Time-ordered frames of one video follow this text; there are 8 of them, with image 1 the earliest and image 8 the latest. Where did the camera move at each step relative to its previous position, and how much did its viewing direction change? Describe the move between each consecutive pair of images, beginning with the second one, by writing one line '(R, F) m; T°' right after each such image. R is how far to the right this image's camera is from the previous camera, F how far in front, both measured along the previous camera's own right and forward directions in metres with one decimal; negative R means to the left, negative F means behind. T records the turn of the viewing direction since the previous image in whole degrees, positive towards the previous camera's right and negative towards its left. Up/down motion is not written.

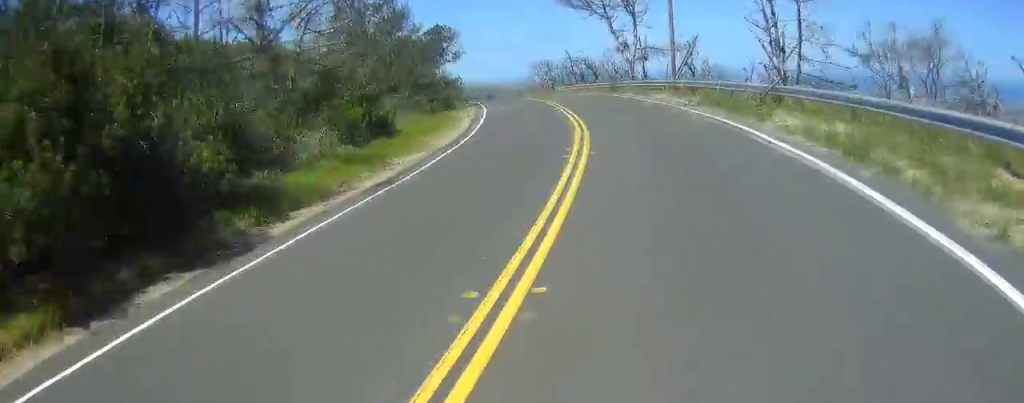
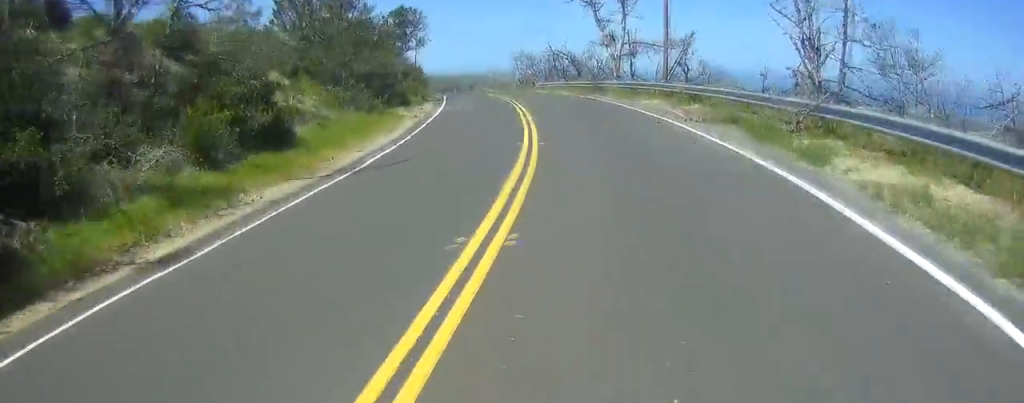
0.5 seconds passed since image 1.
(+0.2, +6.6) m; -2°
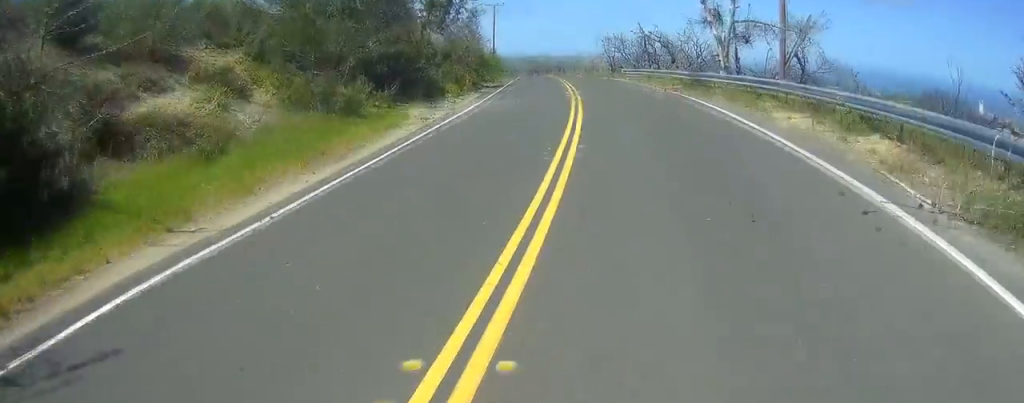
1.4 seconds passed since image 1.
(-0.7, +11.2) m; -5°
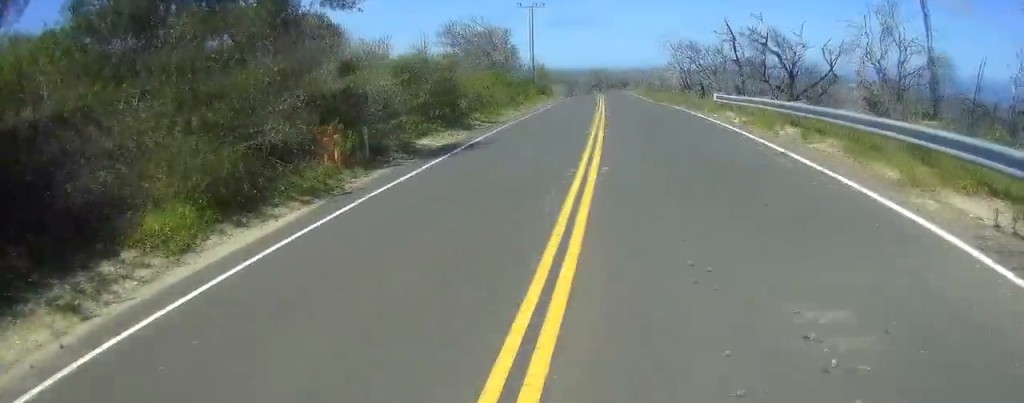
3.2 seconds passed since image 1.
(-2.5, +24.0) m; -12°
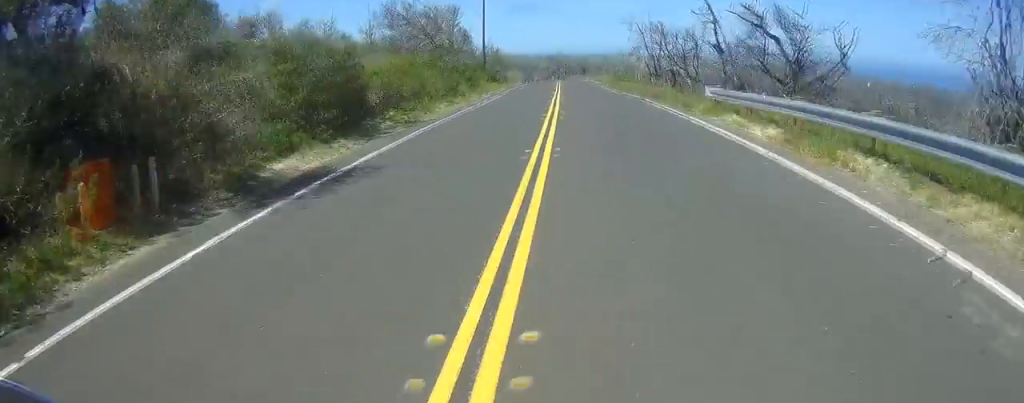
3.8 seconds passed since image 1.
(-0.2, +7.1) m; -3°
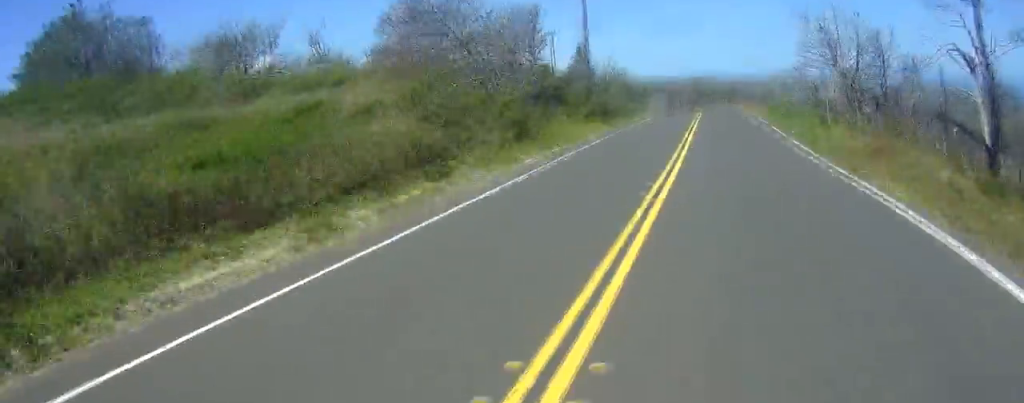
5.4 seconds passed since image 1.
(-1.4, +22.9) m; -3°
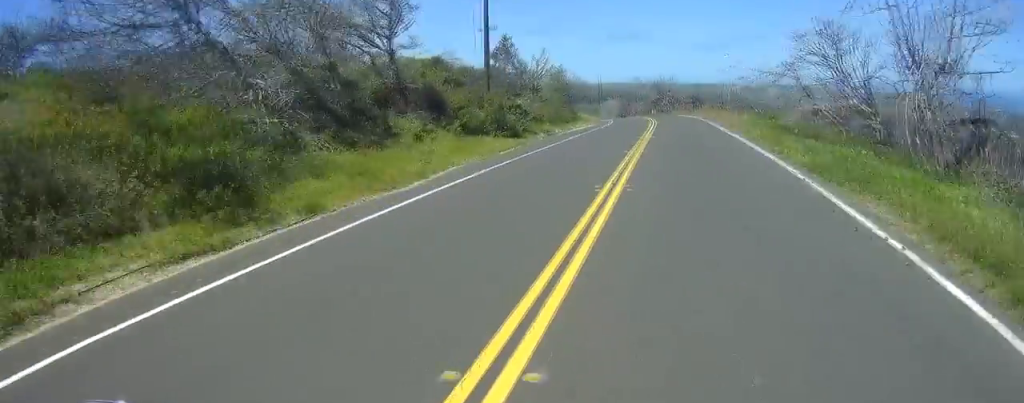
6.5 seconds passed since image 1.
(+0.3, +15.2) m; -1°
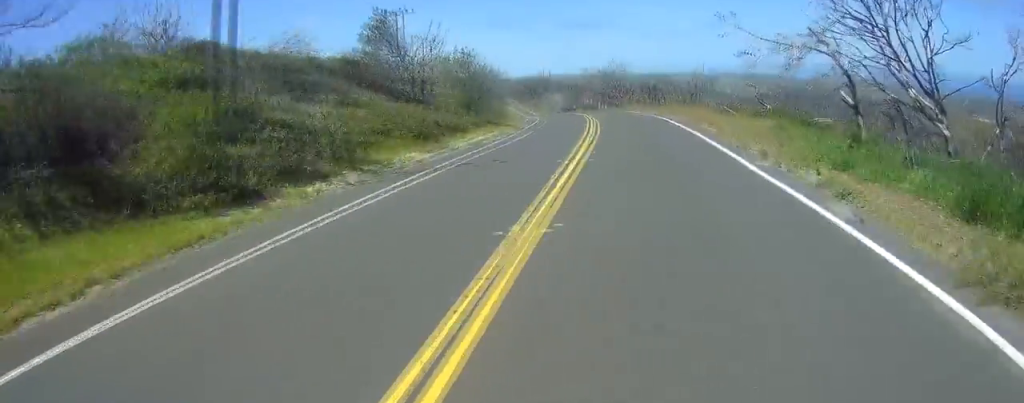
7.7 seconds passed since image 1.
(-0.7, +18.5) m; -2°
